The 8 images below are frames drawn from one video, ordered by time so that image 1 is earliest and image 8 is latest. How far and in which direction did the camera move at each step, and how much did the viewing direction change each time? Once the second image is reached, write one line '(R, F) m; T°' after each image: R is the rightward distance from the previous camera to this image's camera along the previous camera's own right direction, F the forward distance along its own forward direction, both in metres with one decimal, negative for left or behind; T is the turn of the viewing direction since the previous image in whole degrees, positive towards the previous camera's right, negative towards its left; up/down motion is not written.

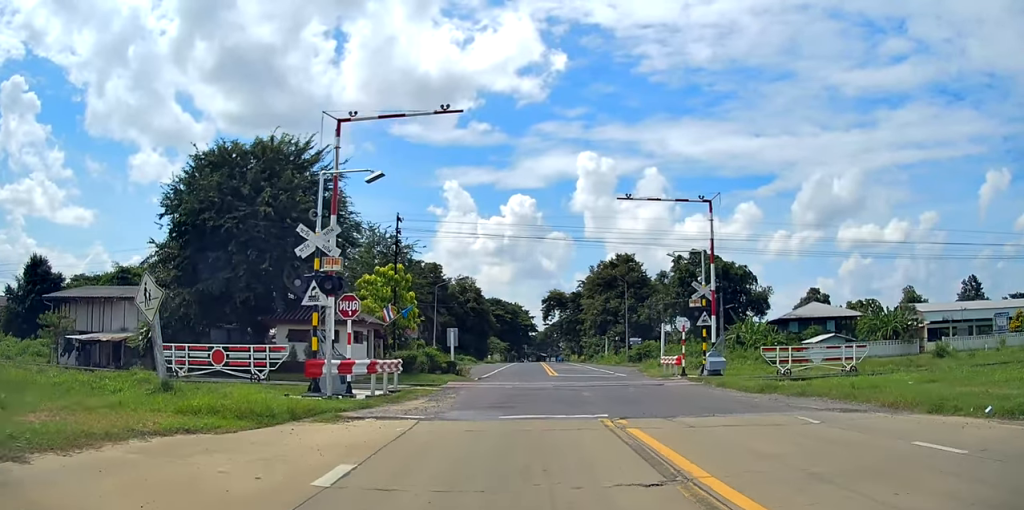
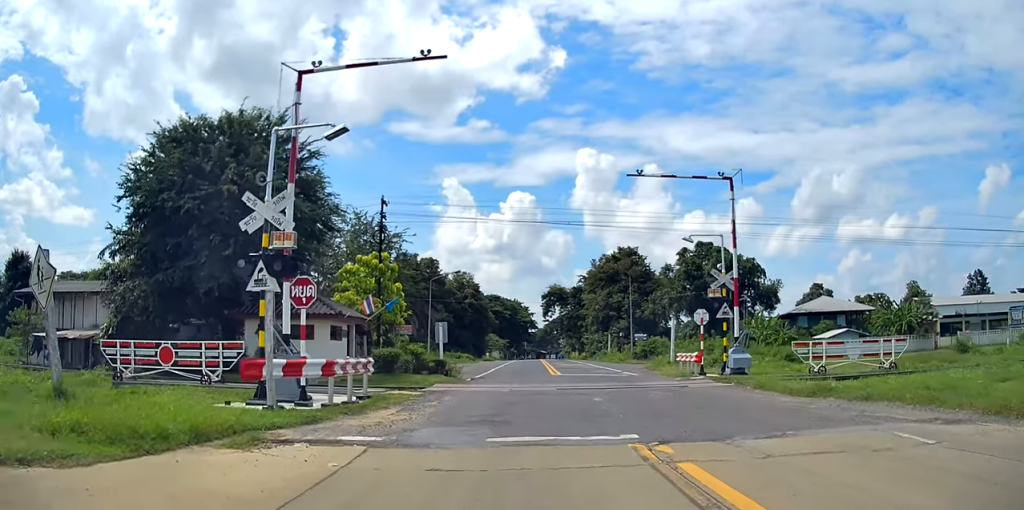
(+0.1, +5.0) m; +2°
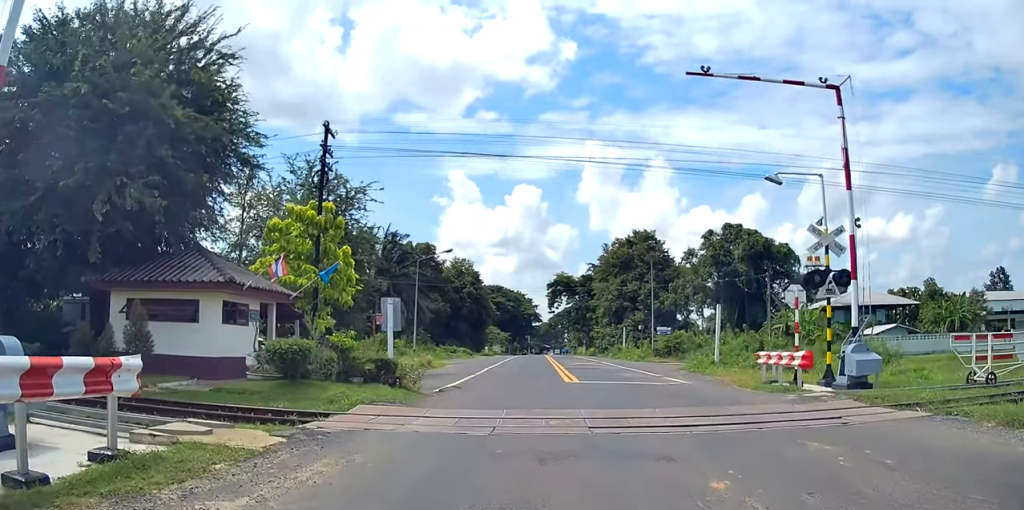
(+1.0, +15.2) m; +3°
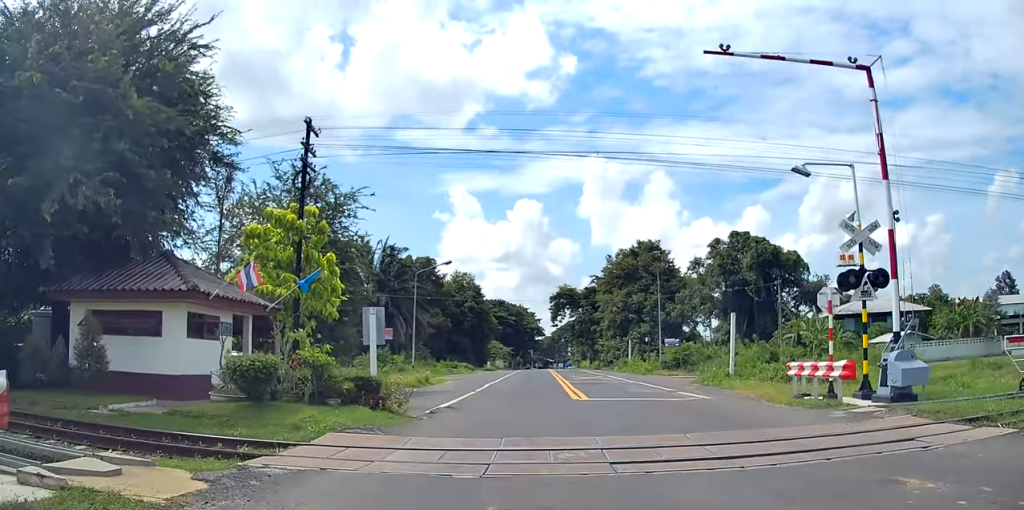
(+0.1, +3.9) m; -4°
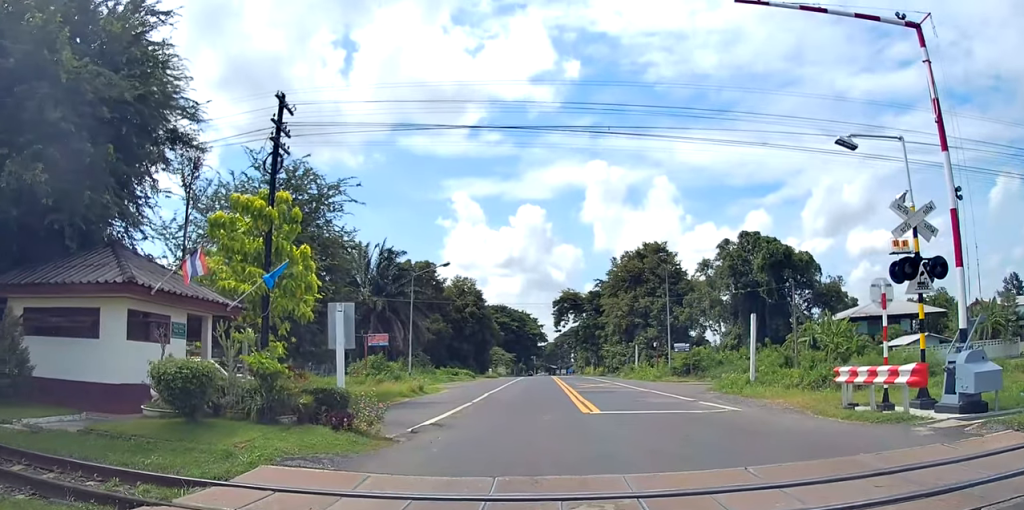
(-0.6, +6.8) m; -3°
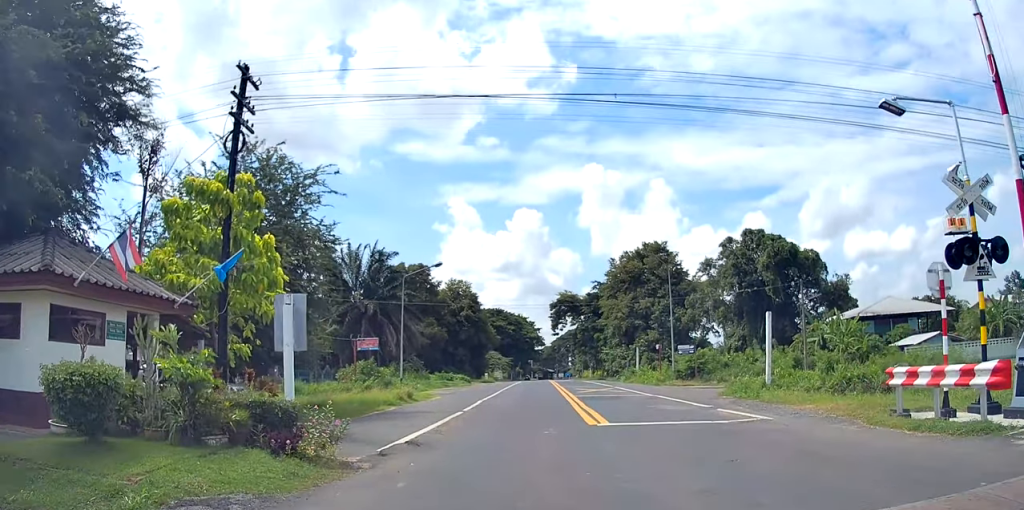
(+0.1, +5.4) m; +1°
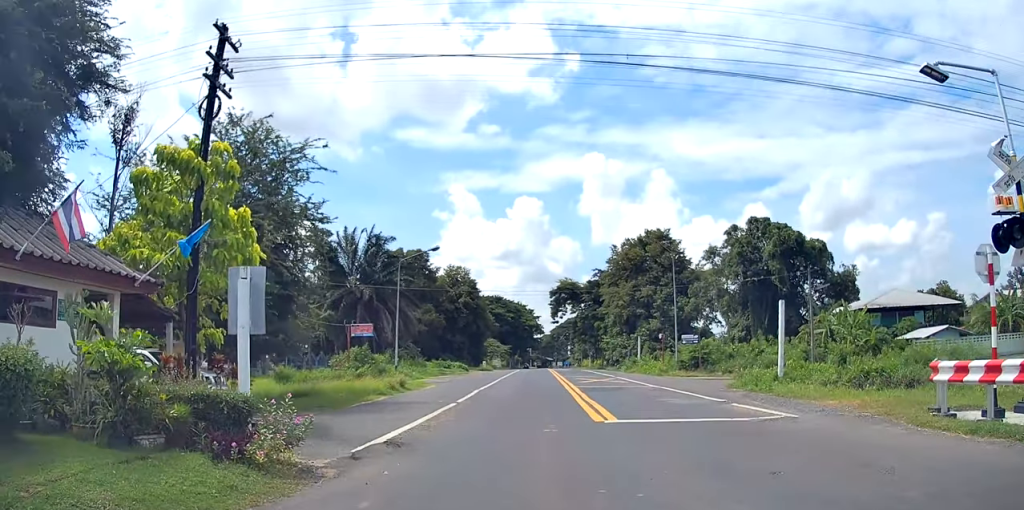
(-0.2, +2.4) m; +1°
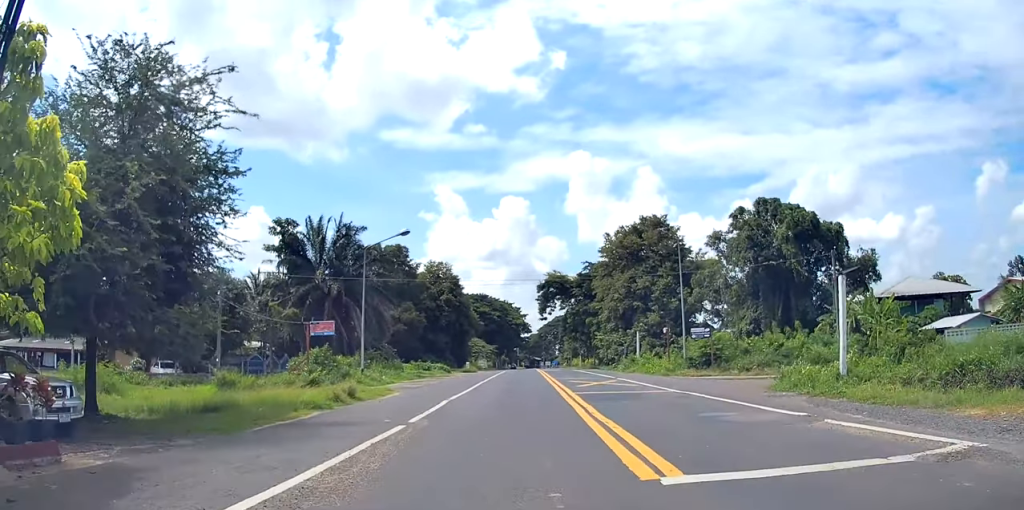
(+0.3, +7.8) m; -2°
